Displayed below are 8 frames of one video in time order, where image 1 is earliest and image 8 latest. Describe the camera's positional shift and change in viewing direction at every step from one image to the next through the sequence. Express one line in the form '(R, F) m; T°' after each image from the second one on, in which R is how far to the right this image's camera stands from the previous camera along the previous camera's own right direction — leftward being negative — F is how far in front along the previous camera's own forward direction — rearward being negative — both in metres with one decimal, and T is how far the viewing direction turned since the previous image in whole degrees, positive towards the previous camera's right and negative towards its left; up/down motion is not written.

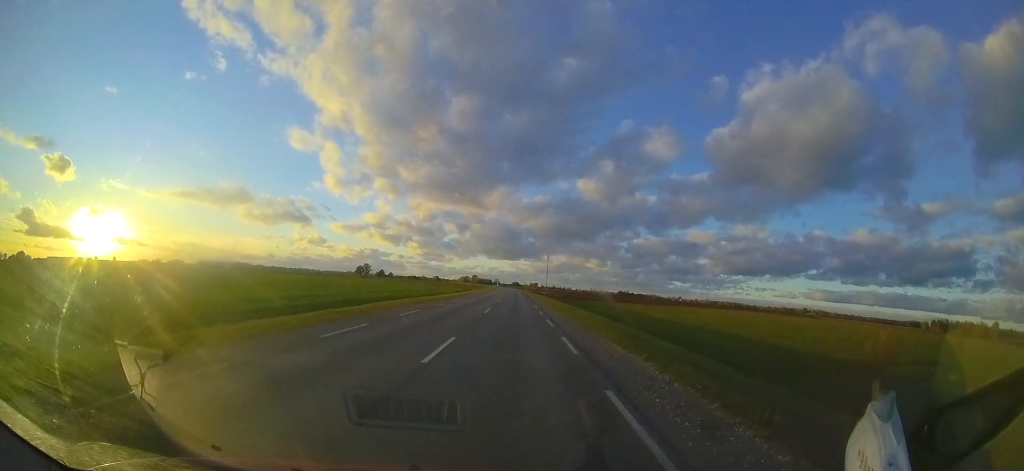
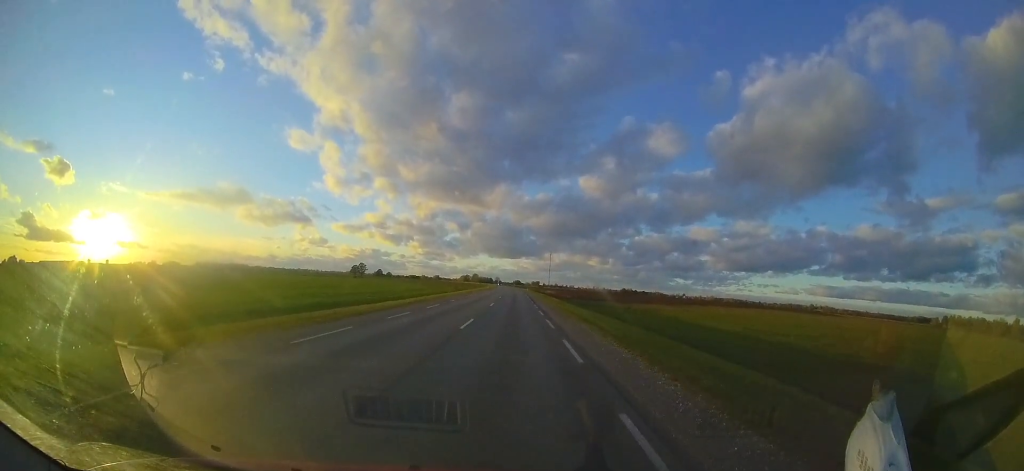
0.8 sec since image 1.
(-0.1, +18.7) m; 0°
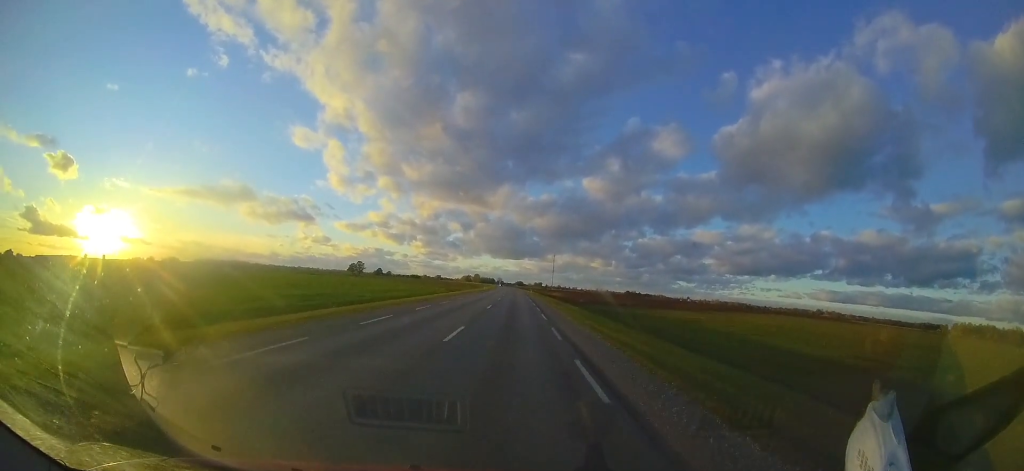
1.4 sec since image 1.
(+0.1, +14.8) m; 0°
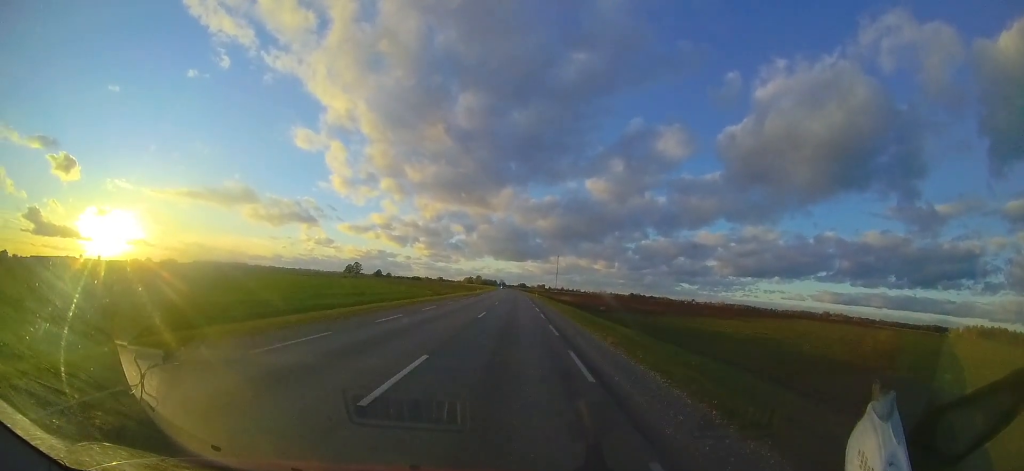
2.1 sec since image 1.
(0.0, +16.5) m; 0°
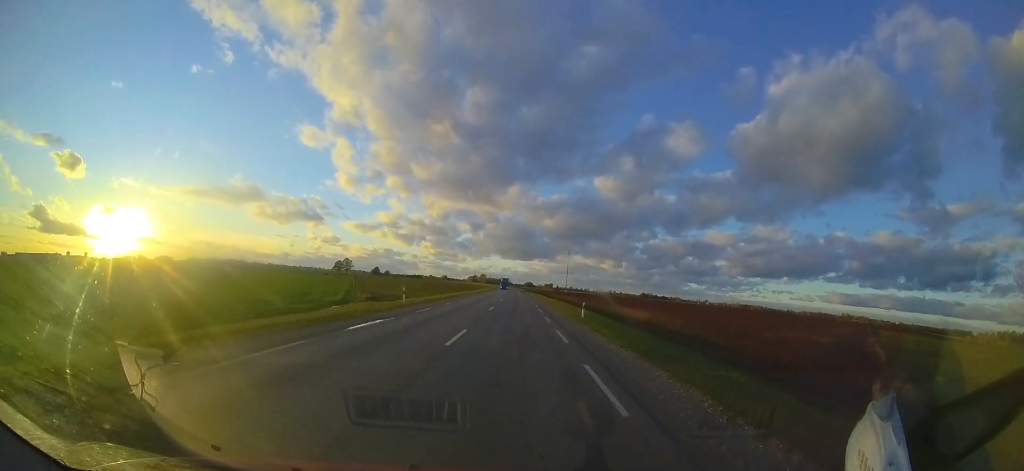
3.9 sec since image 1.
(-0.9, +43.8) m; -2°
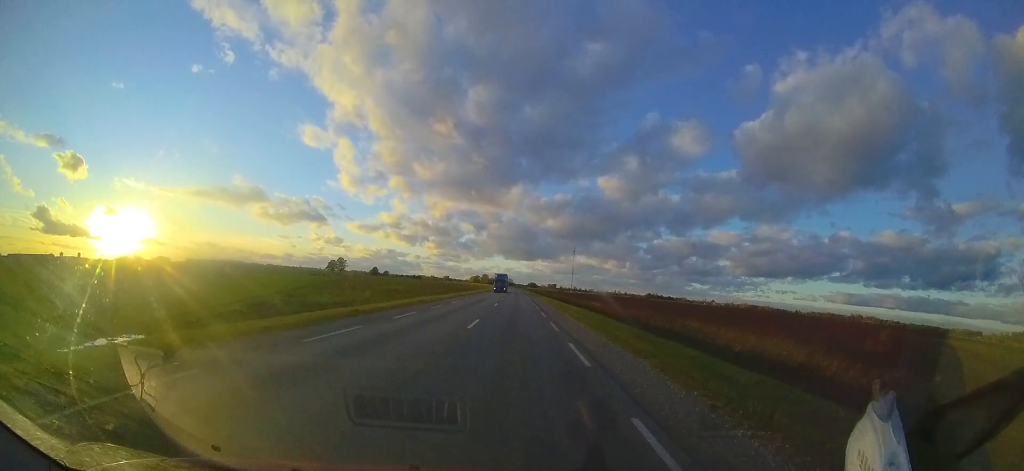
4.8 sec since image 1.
(-0.2, +21.6) m; -1°
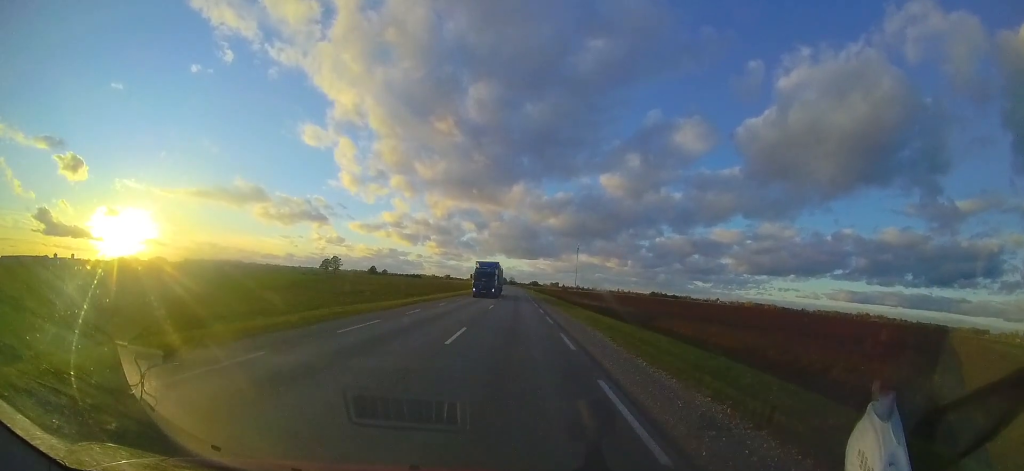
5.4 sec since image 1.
(0.0, +15.9) m; 0°
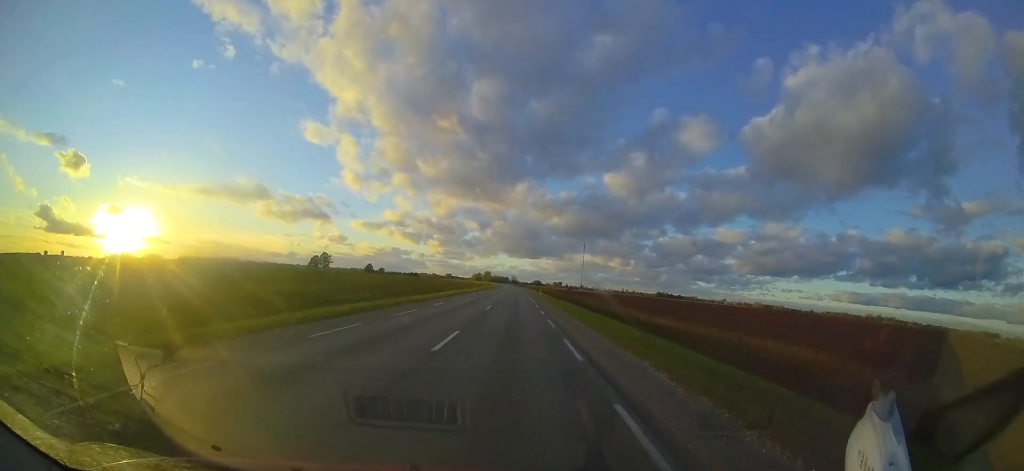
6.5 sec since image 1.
(0.0, +25.2) m; +1°
